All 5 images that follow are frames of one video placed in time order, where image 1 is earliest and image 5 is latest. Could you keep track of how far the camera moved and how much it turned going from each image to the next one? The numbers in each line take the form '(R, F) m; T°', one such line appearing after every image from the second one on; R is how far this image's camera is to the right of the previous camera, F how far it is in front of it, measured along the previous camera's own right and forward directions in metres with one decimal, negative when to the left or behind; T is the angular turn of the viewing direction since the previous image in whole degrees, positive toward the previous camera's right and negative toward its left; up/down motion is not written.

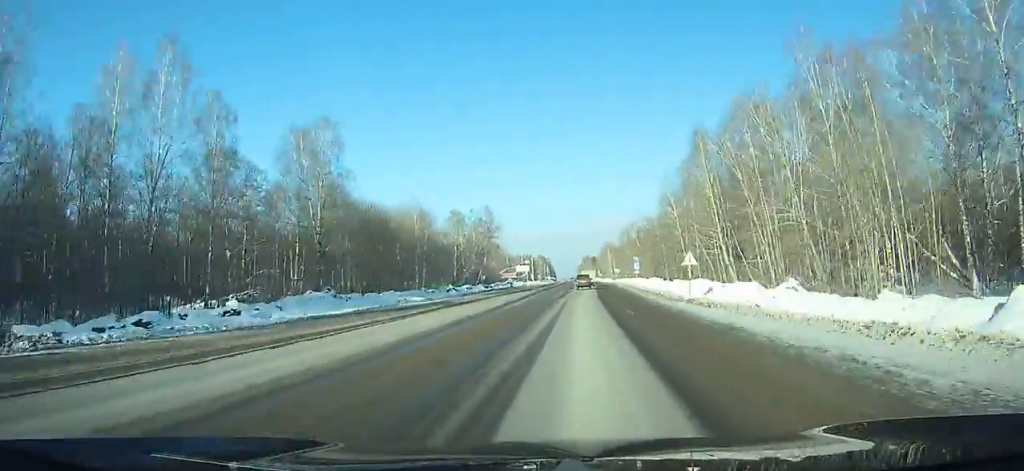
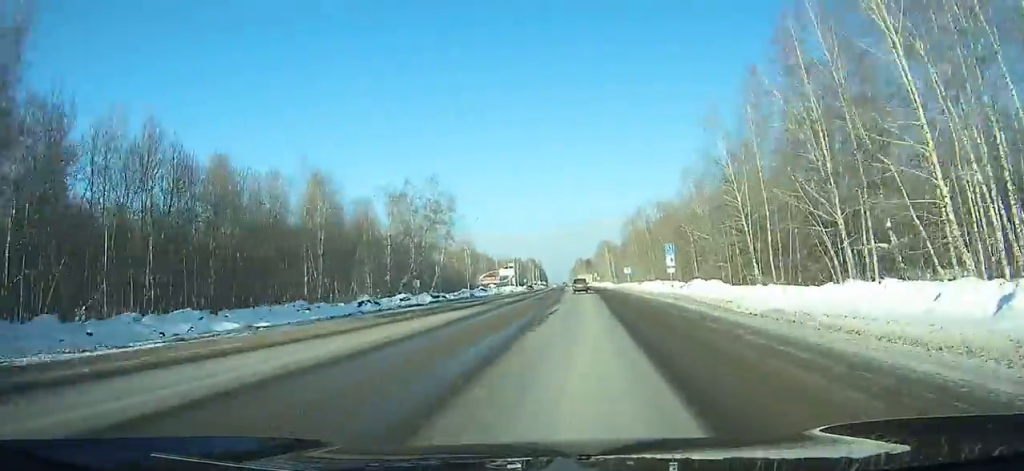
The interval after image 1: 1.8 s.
(+0.1, +38.6) m; 0°
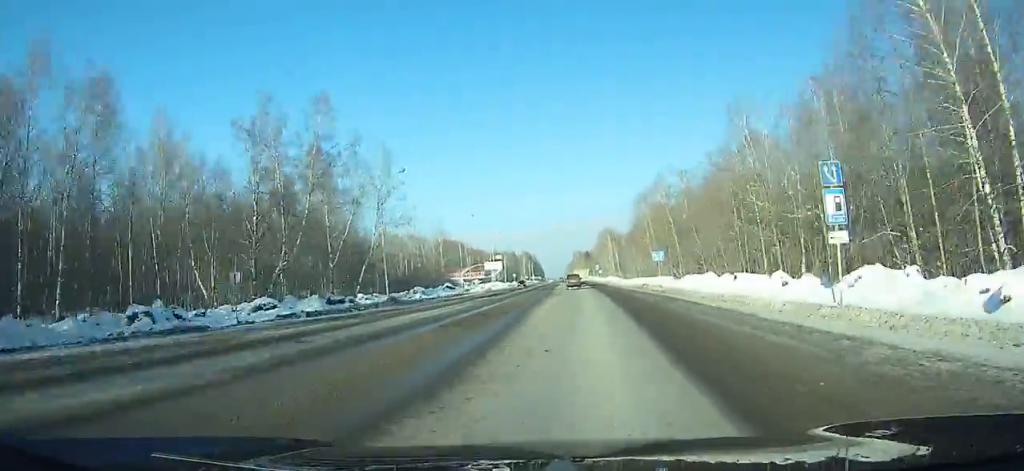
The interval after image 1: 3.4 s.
(+0.3, +34.9) m; 0°
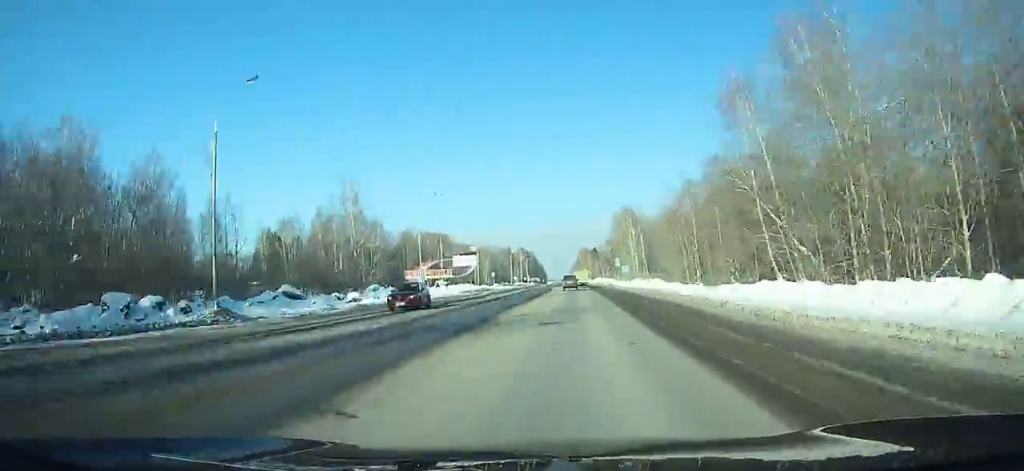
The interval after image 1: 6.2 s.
(-0.3, +64.0) m; -1°
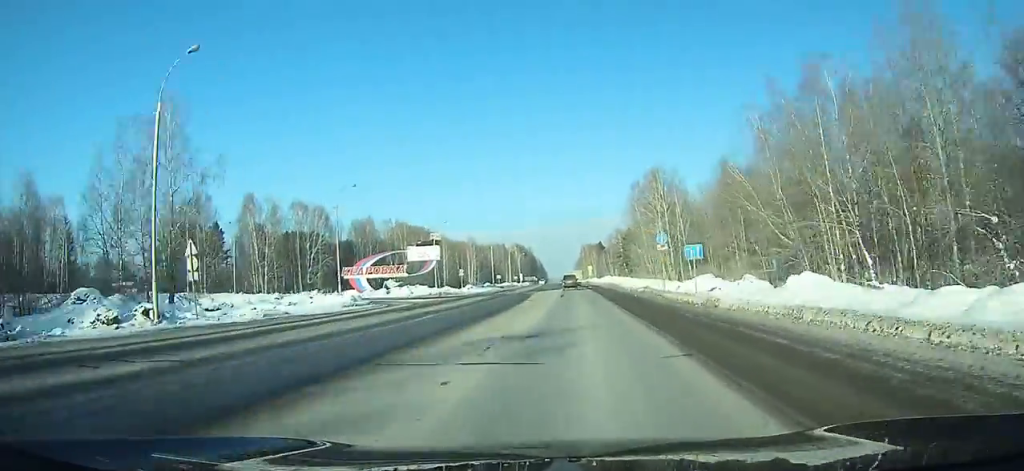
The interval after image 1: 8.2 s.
(-0.3, +48.8) m; -2°
